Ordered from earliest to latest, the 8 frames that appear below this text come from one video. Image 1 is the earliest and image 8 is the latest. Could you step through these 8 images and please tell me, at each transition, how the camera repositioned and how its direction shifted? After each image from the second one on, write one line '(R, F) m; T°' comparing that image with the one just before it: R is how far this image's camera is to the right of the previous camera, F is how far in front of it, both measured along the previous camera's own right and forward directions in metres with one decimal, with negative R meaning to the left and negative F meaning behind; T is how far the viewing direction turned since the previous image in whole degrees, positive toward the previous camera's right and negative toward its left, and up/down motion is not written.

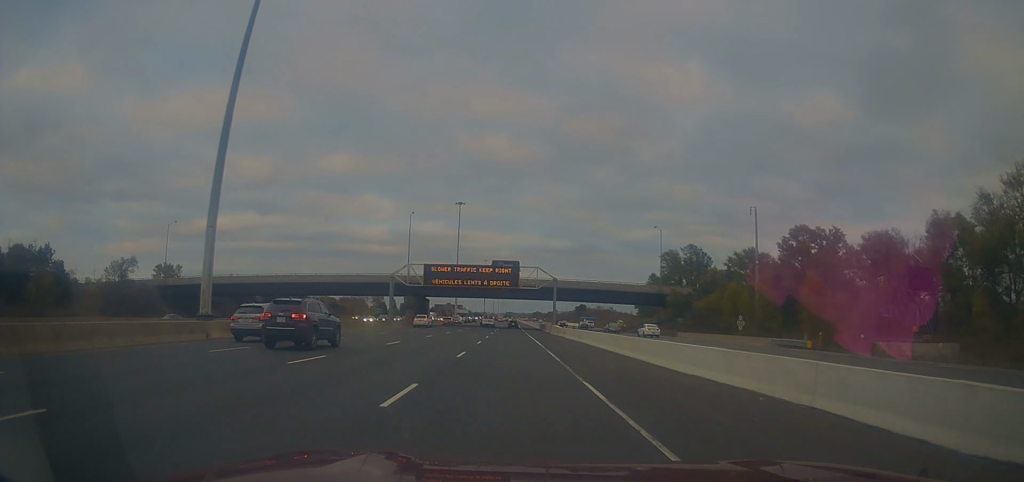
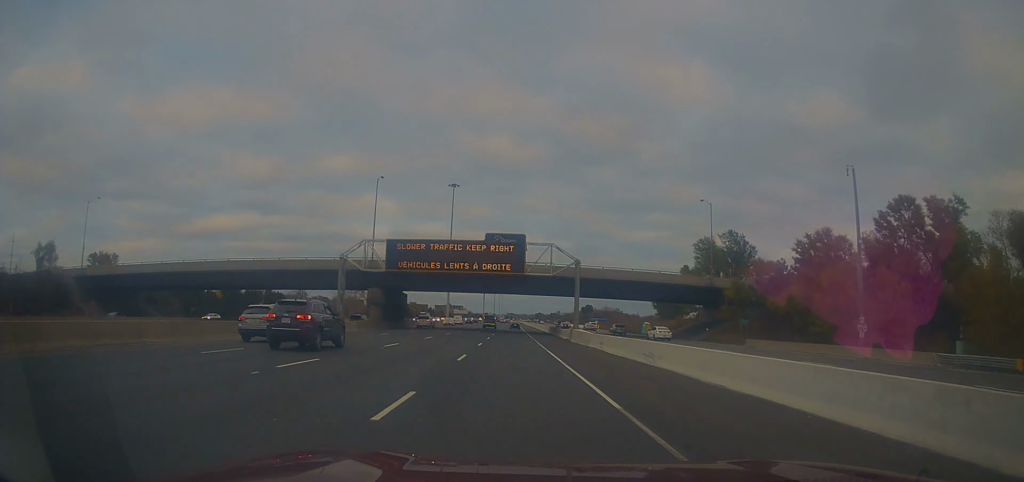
(-0.6, +24.9) m; 0°
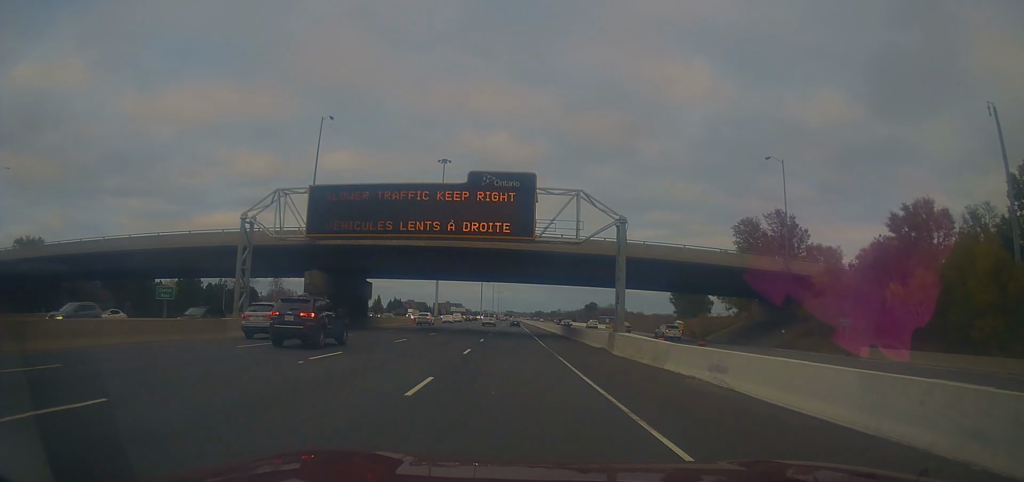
(-0.2, +21.6) m; 0°
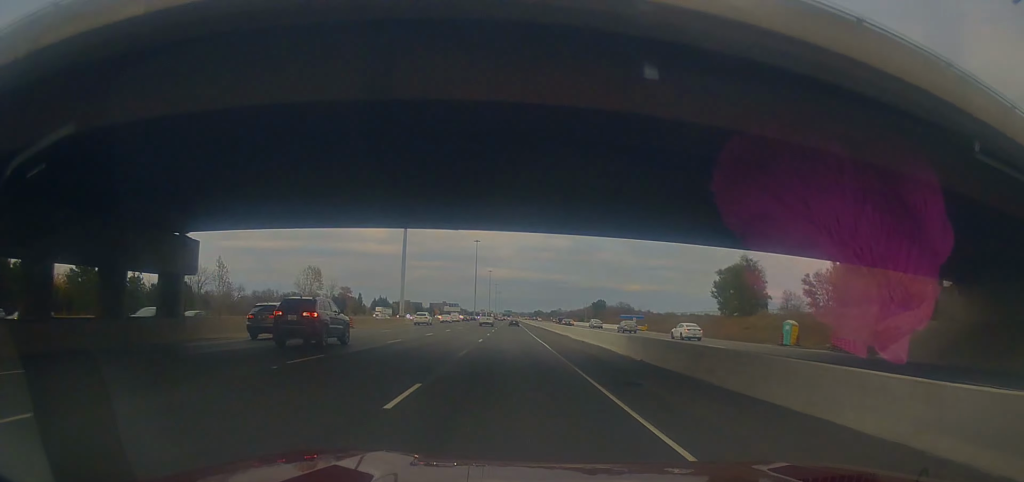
(+0.3, +37.3) m; -1°
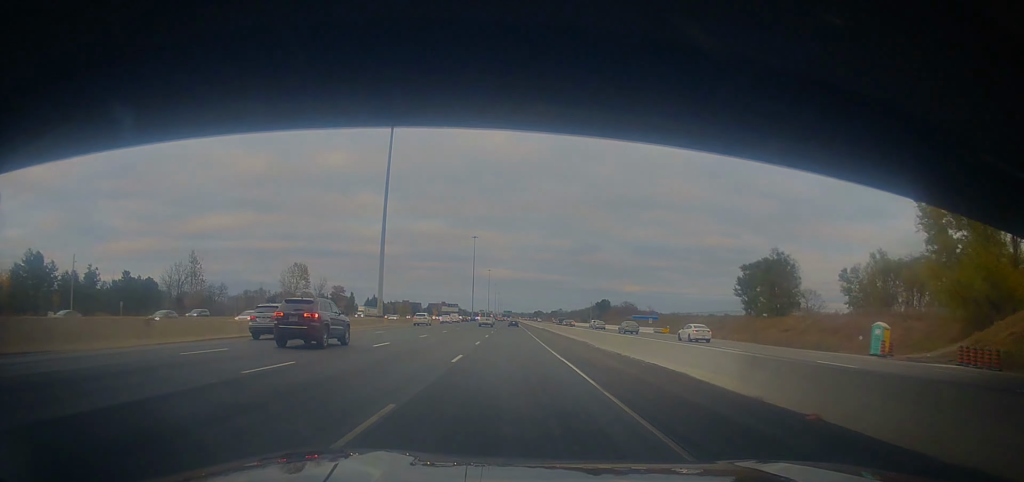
(-0.4, +14.5) m; 0°
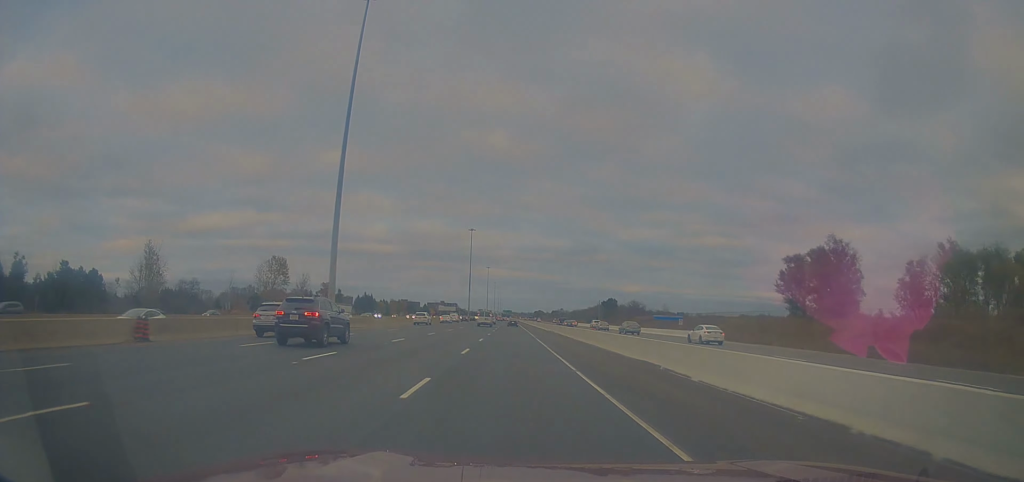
(0.0, +19.9) m; 0°
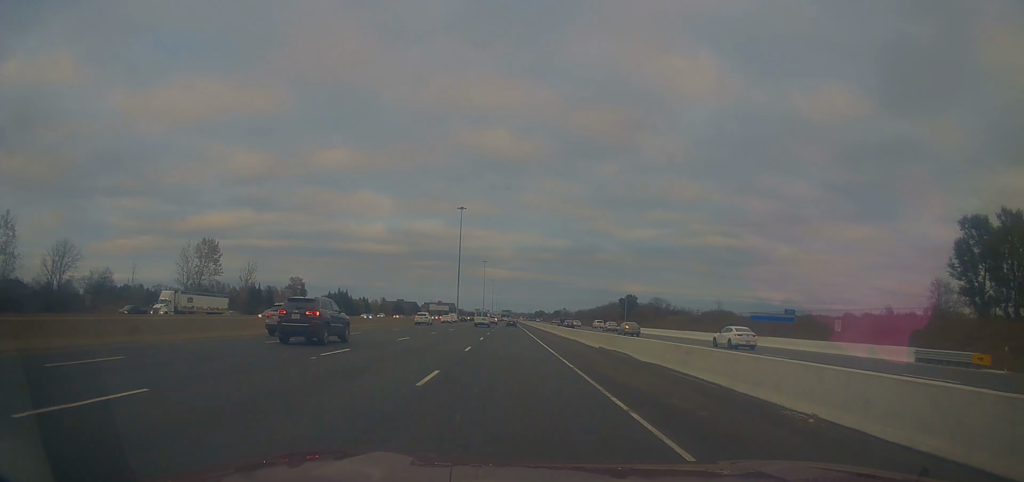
(+0.4, +46.0) m; 0°
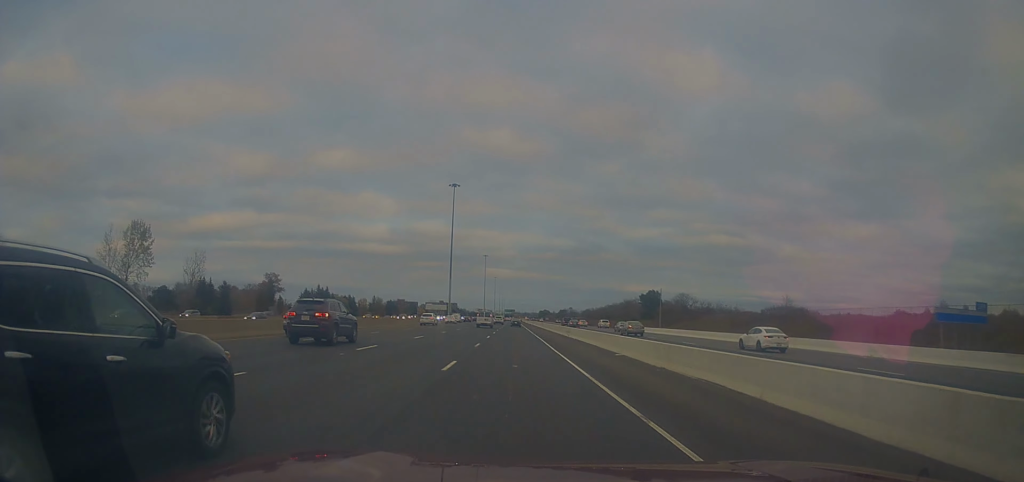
(-0.1, +32.2) m; 0°
